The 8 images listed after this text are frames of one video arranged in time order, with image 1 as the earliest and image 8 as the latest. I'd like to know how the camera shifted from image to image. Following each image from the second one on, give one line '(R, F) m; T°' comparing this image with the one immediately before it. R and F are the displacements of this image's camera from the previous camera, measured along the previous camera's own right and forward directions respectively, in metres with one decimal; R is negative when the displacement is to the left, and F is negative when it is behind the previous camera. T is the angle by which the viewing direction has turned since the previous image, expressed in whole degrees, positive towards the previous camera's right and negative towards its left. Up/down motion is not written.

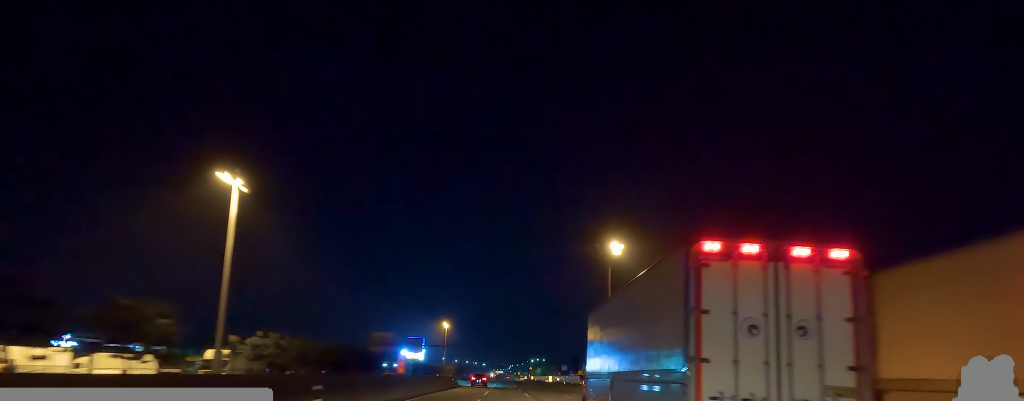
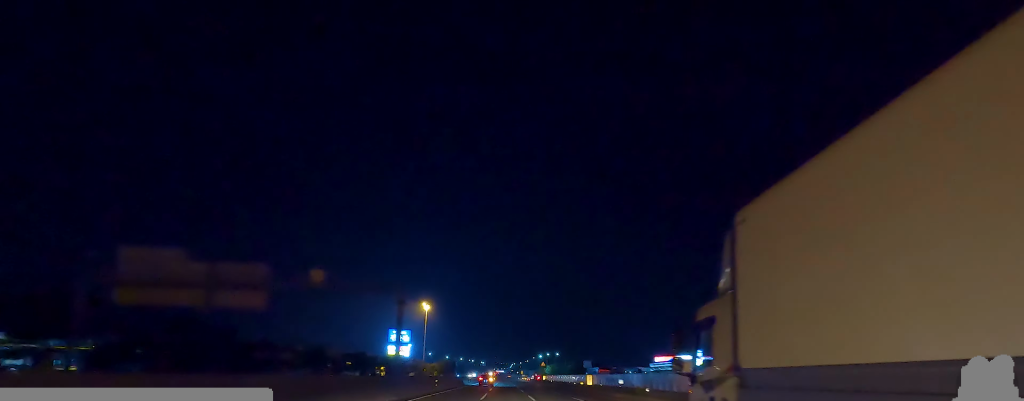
(+0.7, +66.8) m; +2°
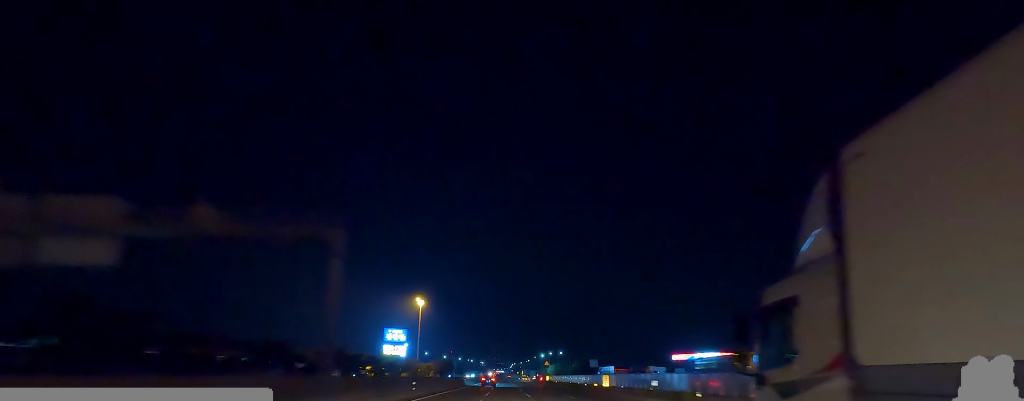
(+0.3, +13.0) m; -1°
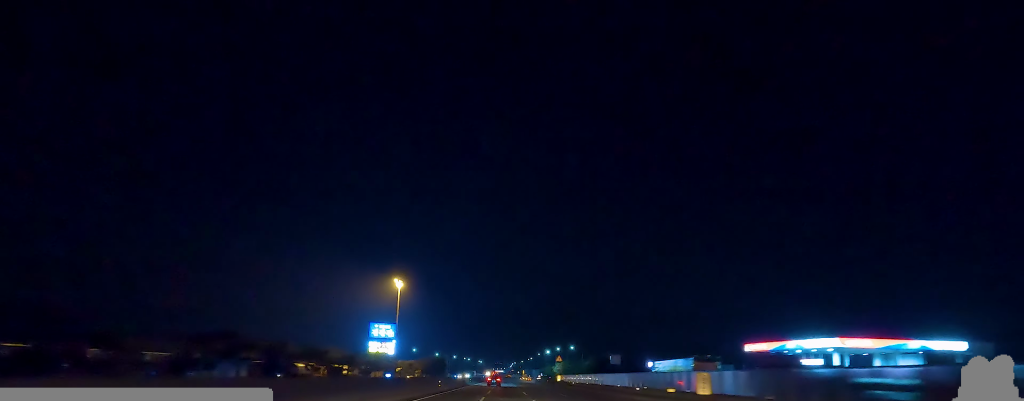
(-1.4, +34.0) m; 0°
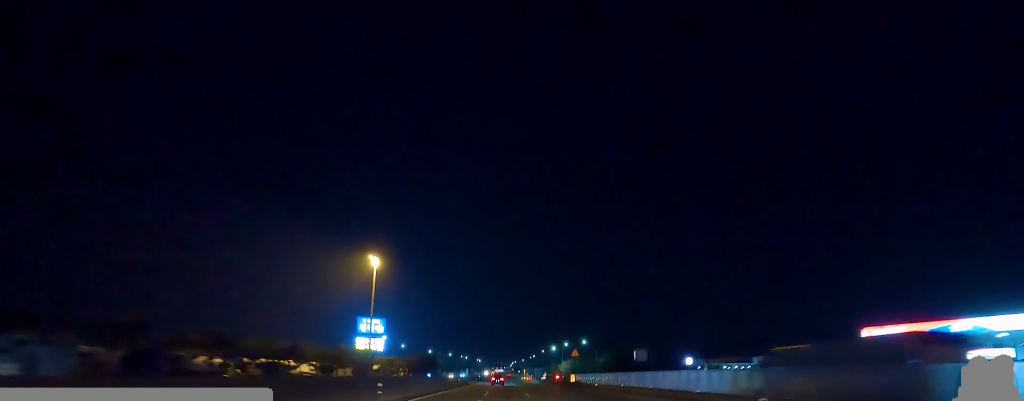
(+1.3, +25.6) m; 0°
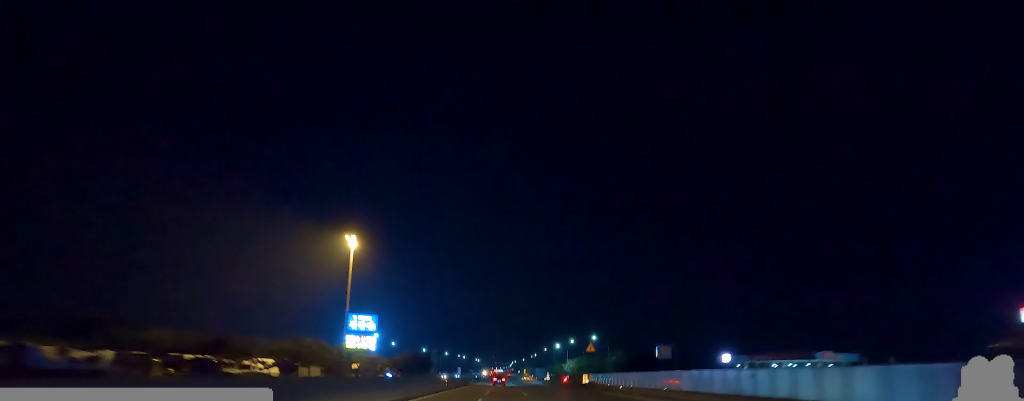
(-0.9, +16.4) m; 0°
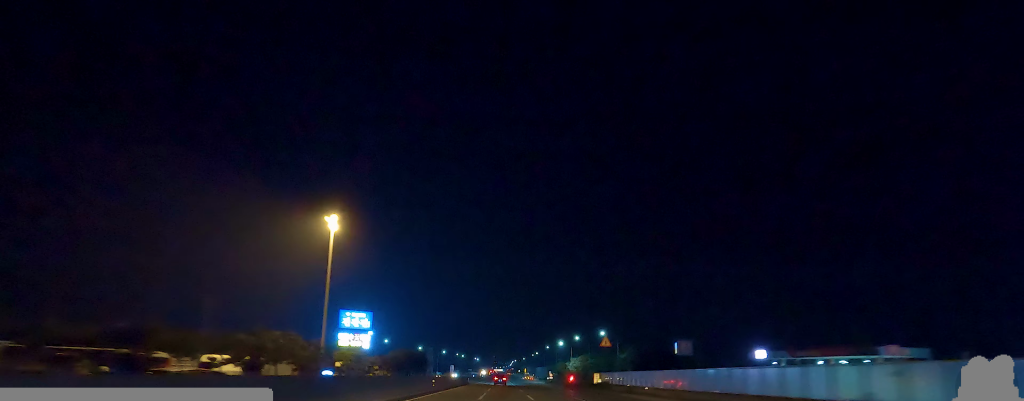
(-0.5, +10.9) m; 0°
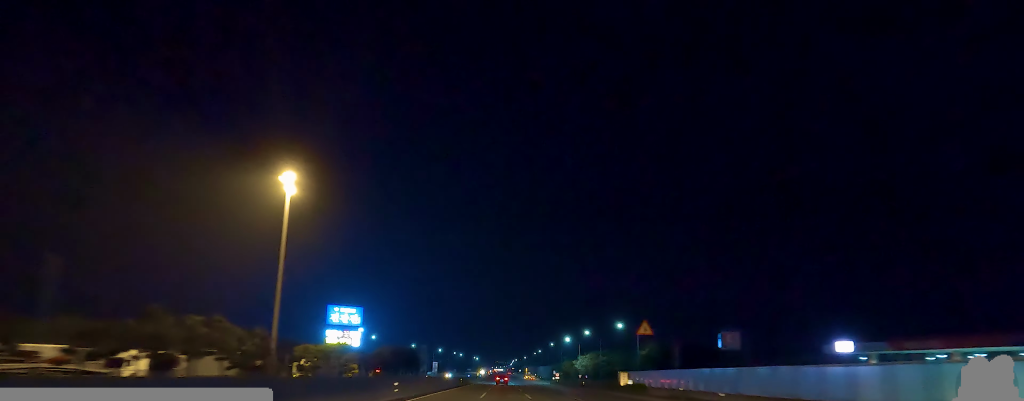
(+0.9, +17.2) m; 0°
